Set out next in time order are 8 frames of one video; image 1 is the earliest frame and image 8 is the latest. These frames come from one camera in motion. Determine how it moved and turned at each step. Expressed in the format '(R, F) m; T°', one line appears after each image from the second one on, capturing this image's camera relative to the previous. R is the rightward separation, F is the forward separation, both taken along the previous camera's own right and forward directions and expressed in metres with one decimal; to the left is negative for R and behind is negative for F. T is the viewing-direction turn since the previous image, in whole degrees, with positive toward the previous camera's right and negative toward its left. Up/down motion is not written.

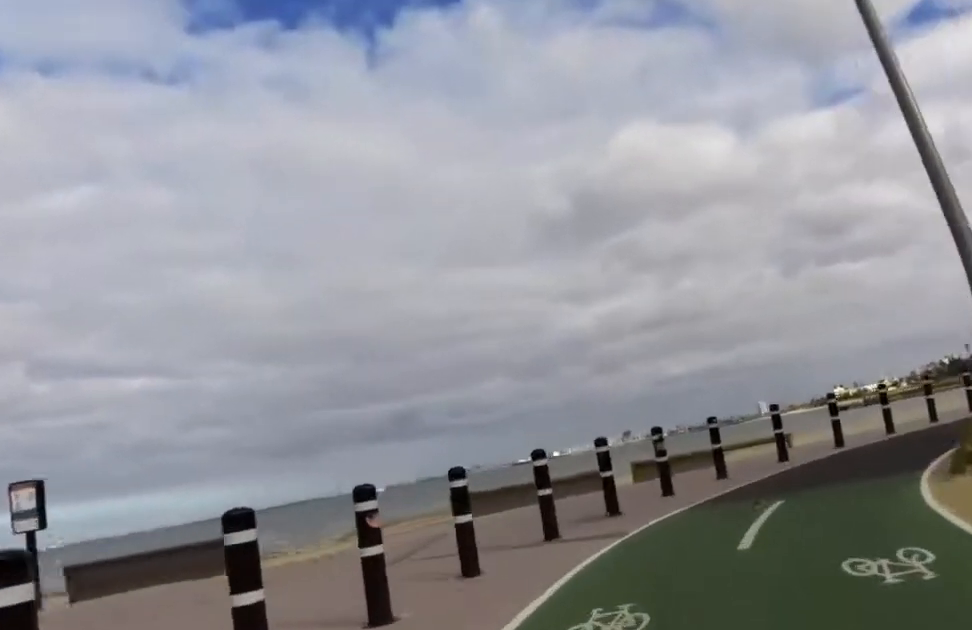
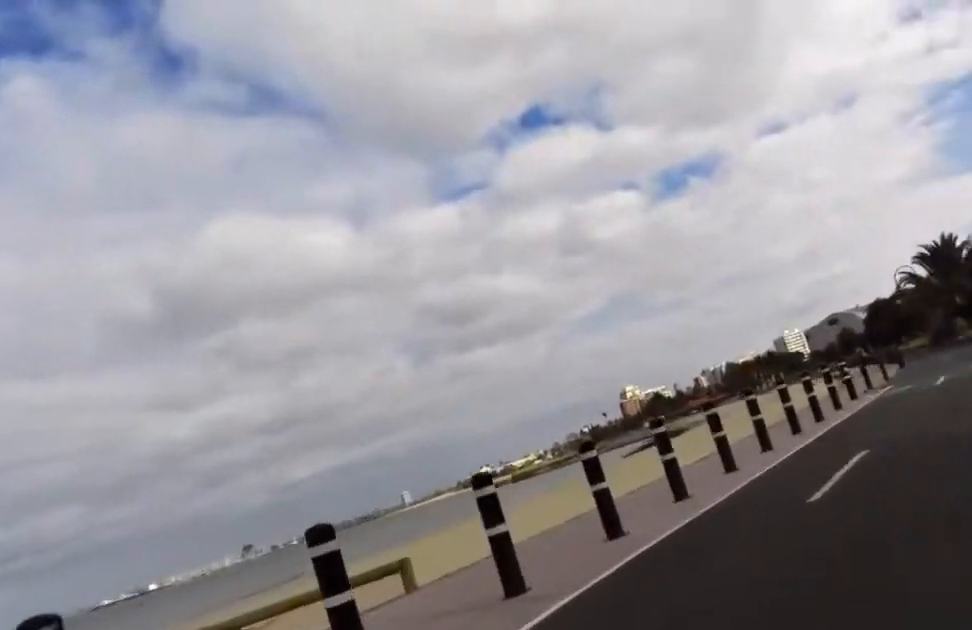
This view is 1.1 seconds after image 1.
(+0.8, +7.5) m; +10°
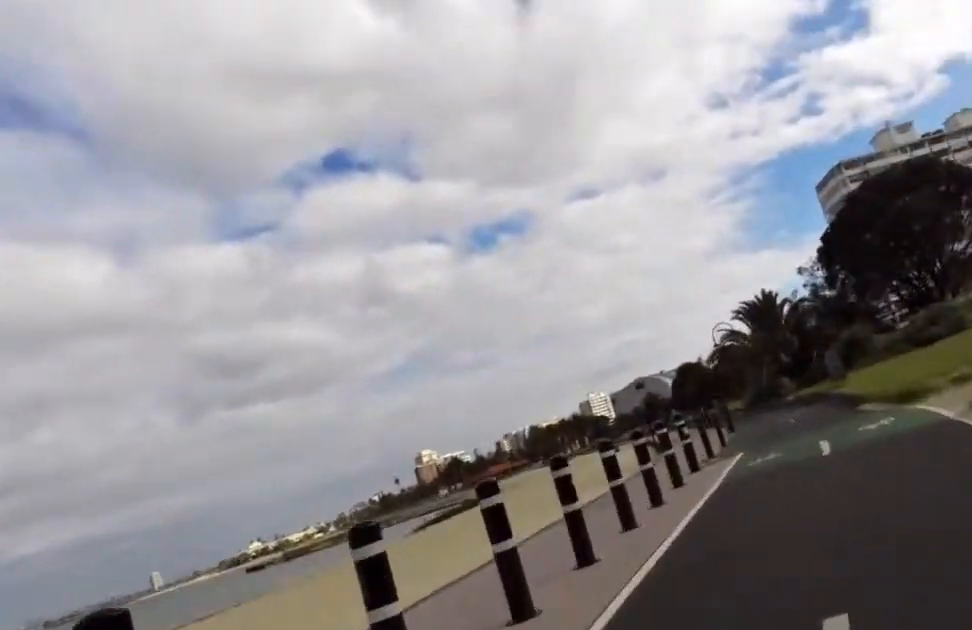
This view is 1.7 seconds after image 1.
(+0.1, +3.9) m; +6°
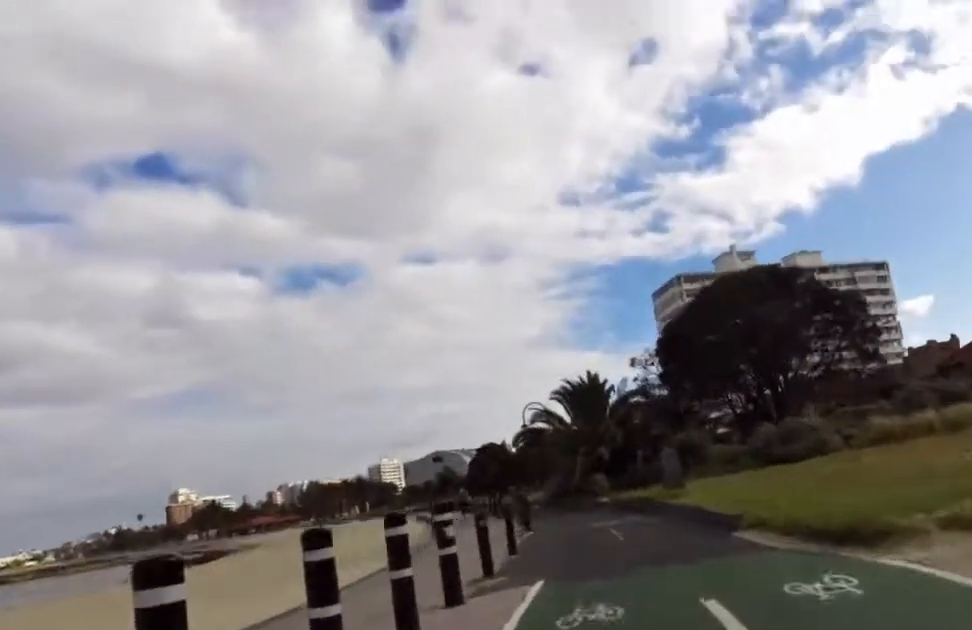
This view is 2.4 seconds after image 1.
(+0.2, +4.9) m; +7°
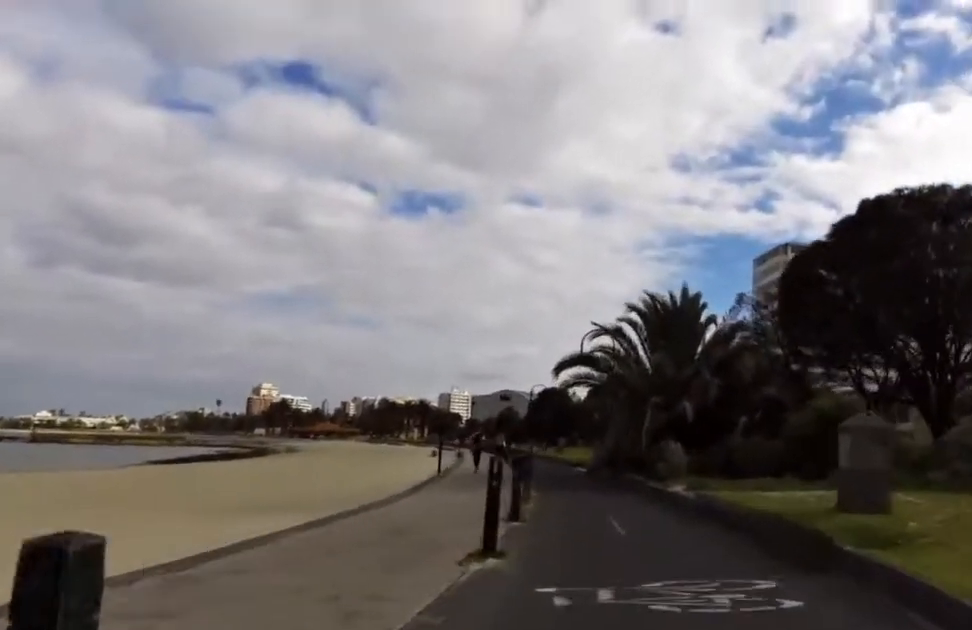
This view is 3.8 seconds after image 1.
(+1.1, +9.9) m; +7°
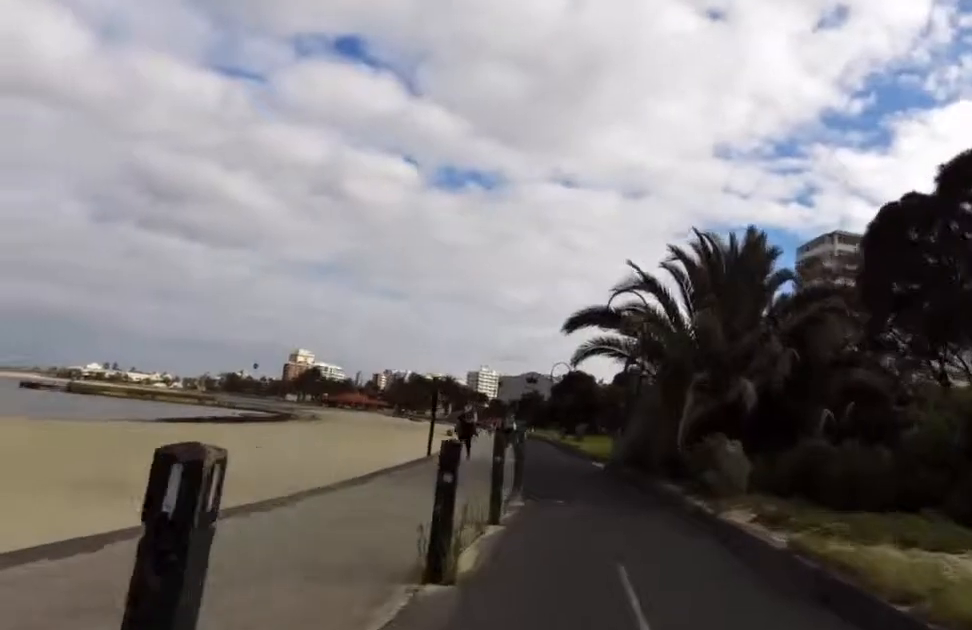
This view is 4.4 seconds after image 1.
(0.0, +4.9) m; +3°
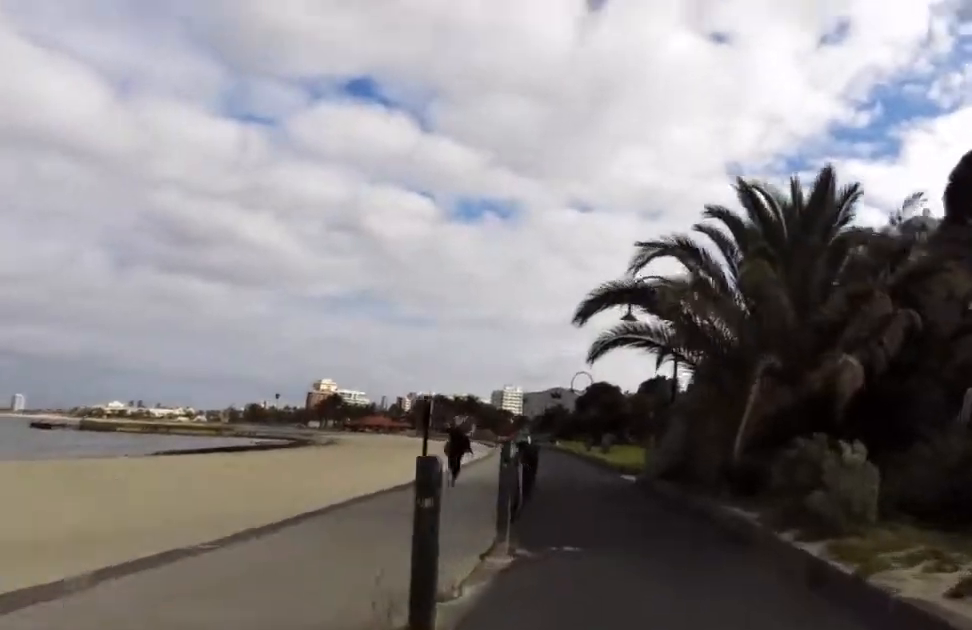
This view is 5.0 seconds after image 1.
(0.0, +3.9) m; +4°
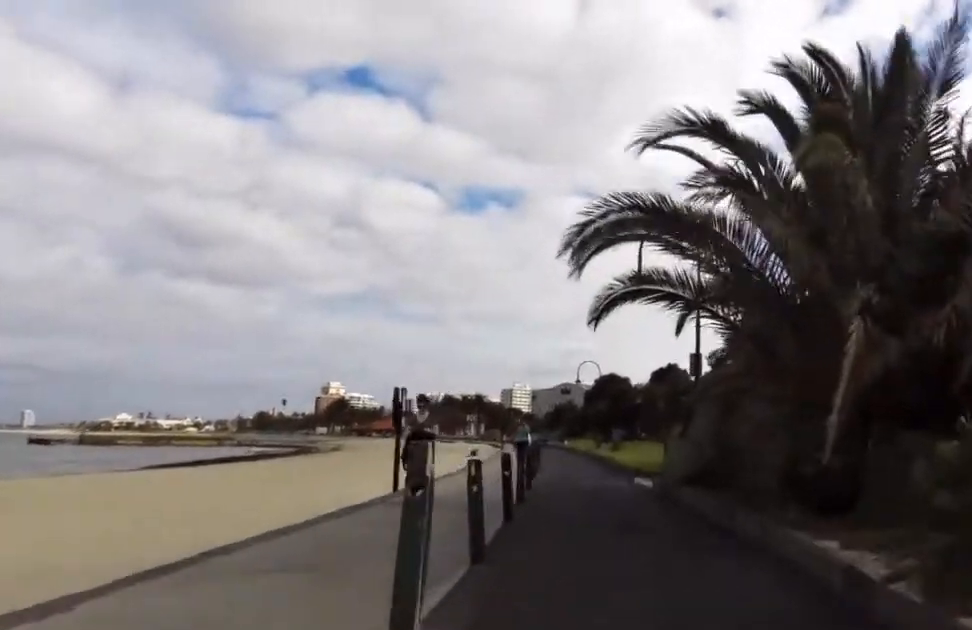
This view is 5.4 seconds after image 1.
(+0.1, +3.3) m; -1°
